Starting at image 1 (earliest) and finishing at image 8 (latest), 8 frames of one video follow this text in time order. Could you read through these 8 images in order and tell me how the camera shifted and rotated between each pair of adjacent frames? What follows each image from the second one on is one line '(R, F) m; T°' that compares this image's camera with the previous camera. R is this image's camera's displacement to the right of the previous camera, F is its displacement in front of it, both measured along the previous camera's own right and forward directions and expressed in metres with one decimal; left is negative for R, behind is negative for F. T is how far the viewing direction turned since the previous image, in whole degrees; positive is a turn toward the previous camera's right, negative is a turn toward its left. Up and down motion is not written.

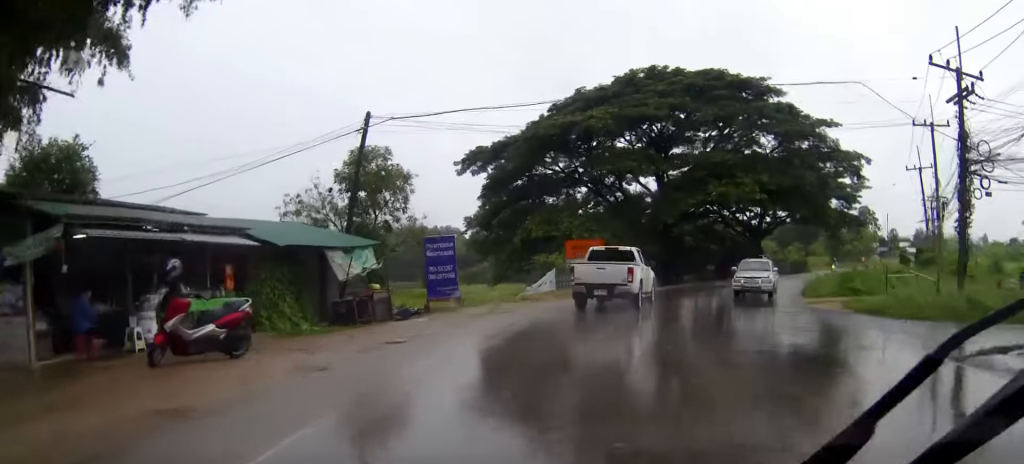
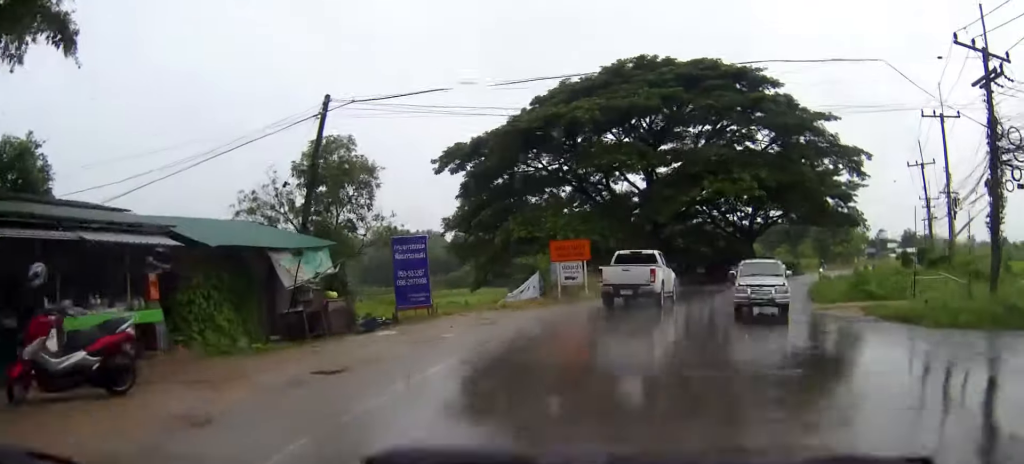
(0.0, +3.5) m; +2°
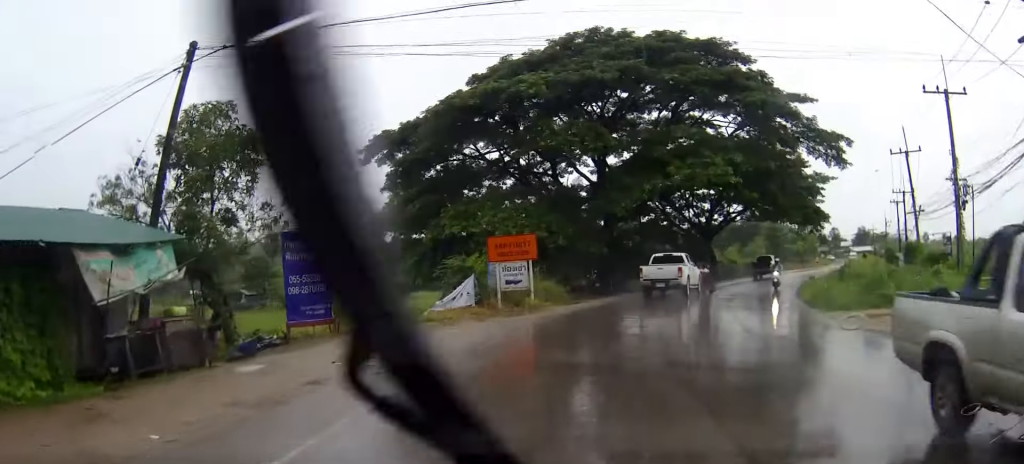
(+0.3, +7.1) m; +4°
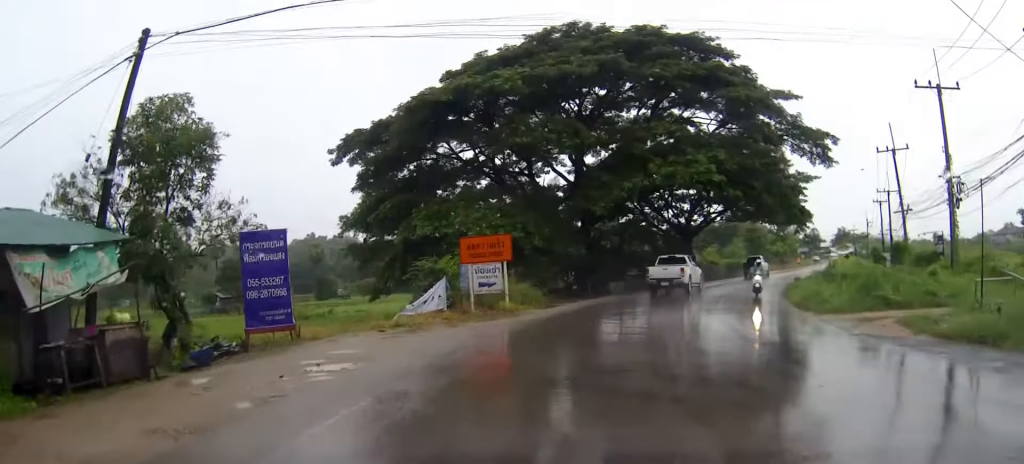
(0.0, +2.1) m; +2°
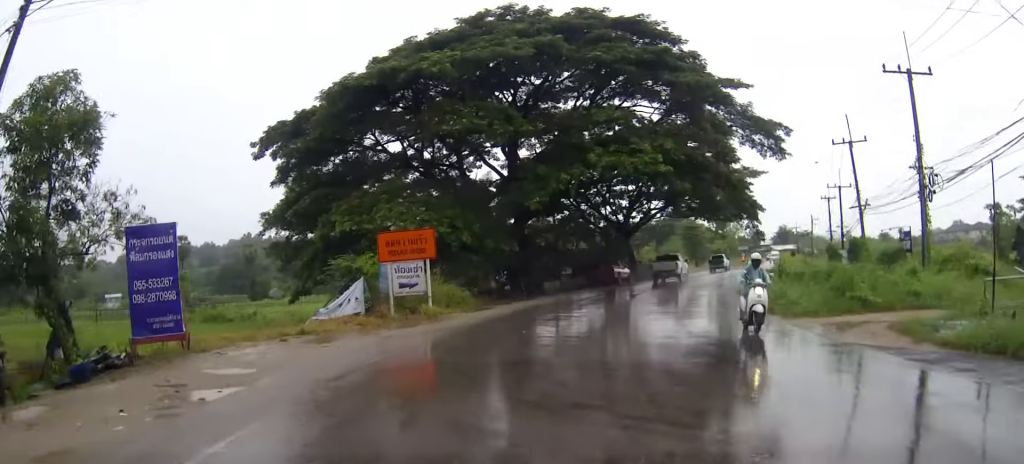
(+0.2, +4.6) m; +11°
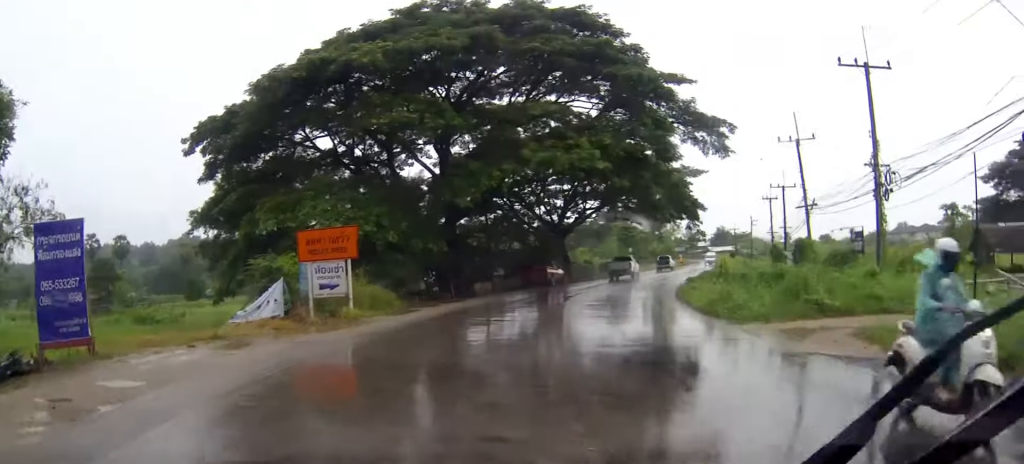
(+0.2, +1.5) m; +18°
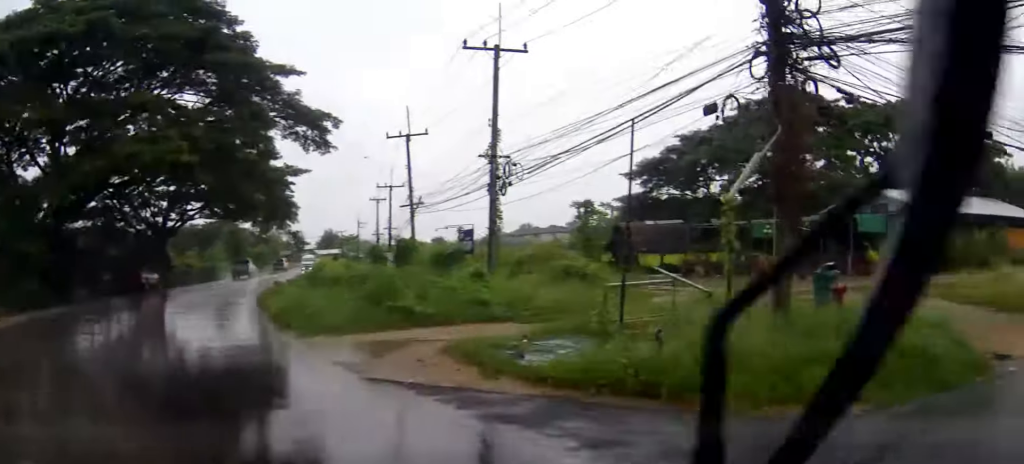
(+0.6, +2.3) m; +32°
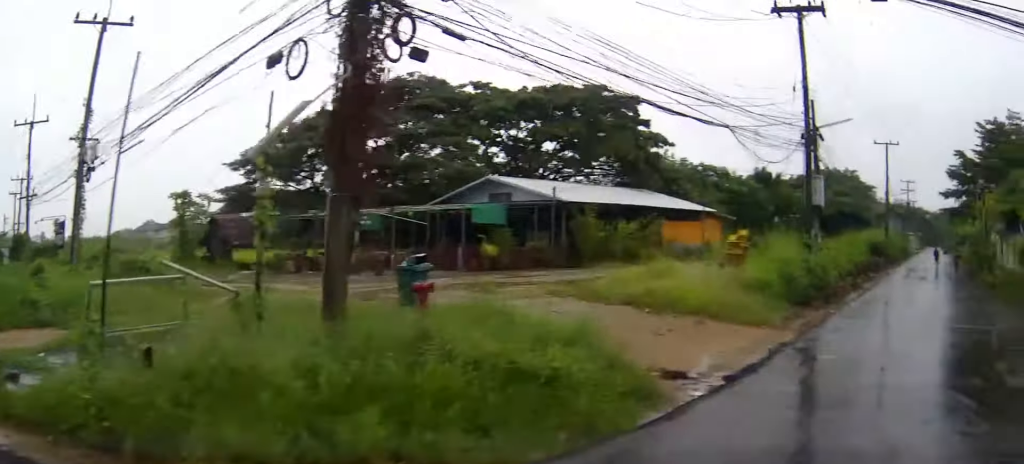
(+0.3, +2.0) m; +23°
